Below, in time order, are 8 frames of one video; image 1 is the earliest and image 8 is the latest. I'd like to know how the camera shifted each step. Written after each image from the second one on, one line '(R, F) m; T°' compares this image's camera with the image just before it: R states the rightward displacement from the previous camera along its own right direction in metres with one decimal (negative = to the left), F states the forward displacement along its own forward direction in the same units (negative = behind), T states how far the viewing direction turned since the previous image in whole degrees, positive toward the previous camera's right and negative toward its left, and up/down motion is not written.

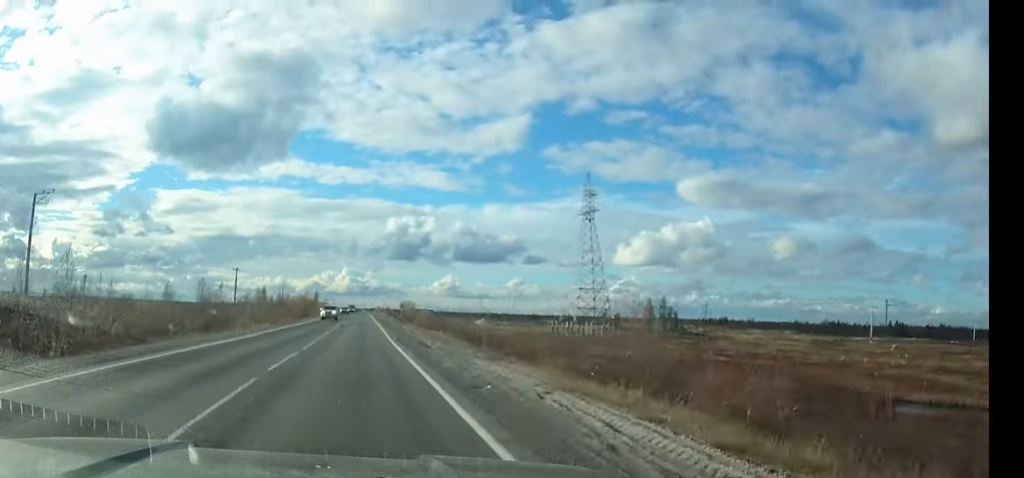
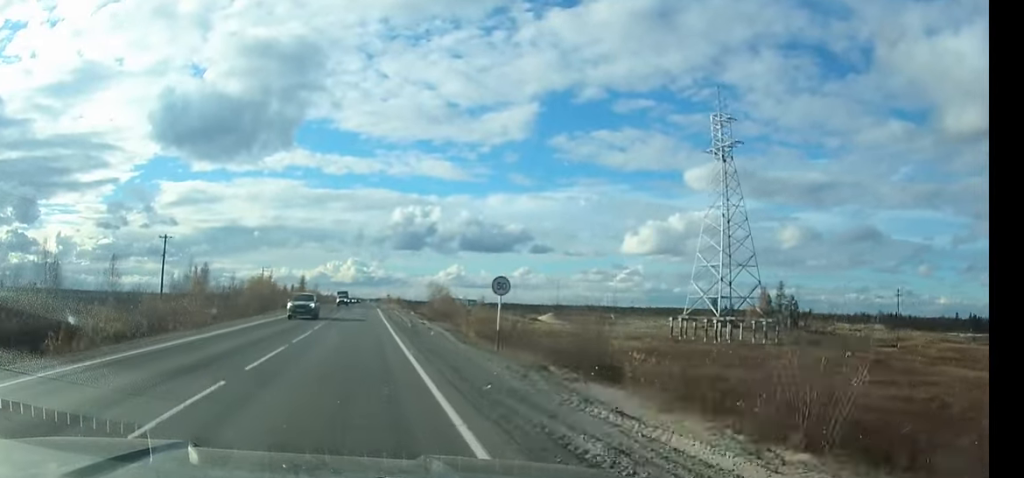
(0.0, +58.6) m; 0°
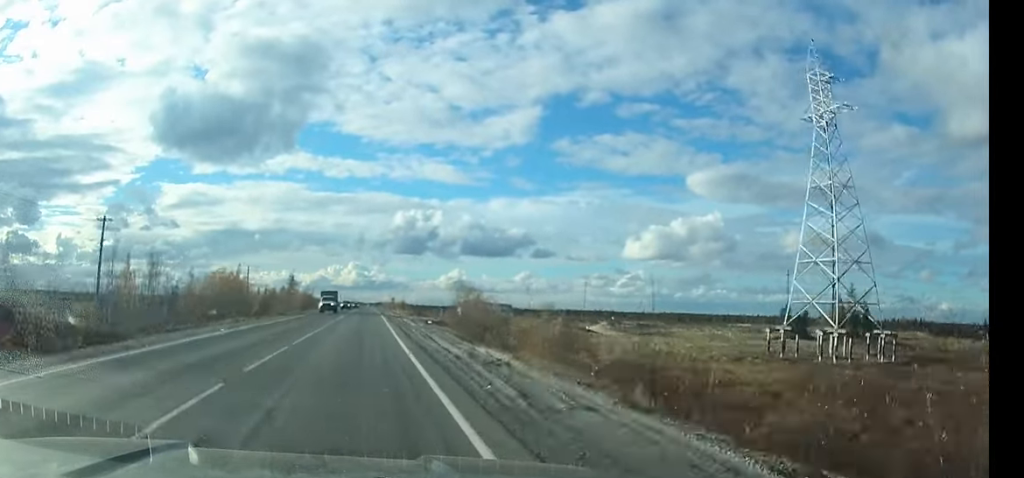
(0.0, +23.7) m; 0°
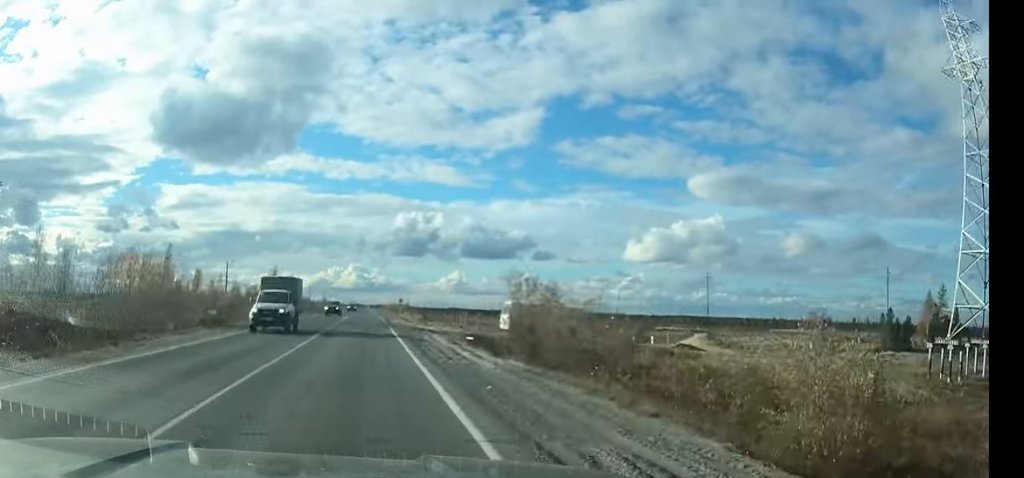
(0.0, +24.8) m; 0°
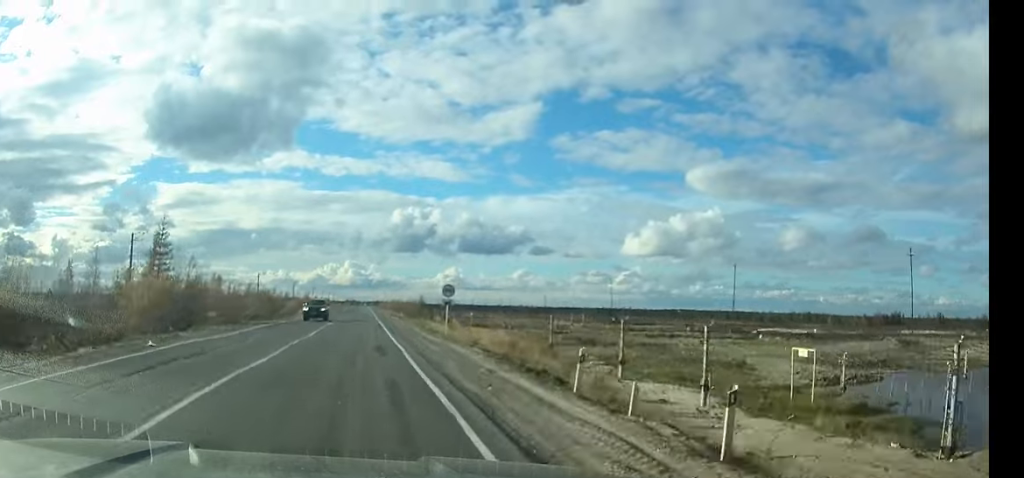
(+0.1, +55.8) m; 0°
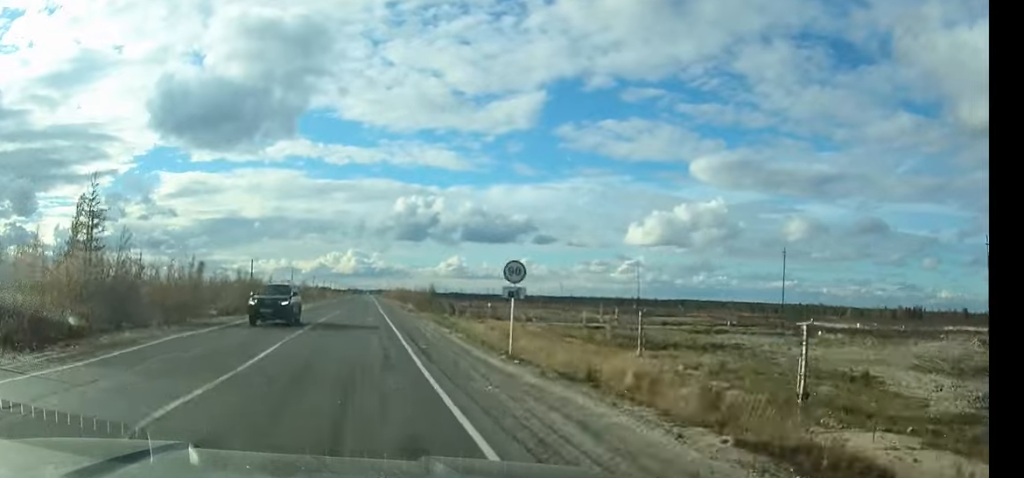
(0.0, +14.8) m; 0°
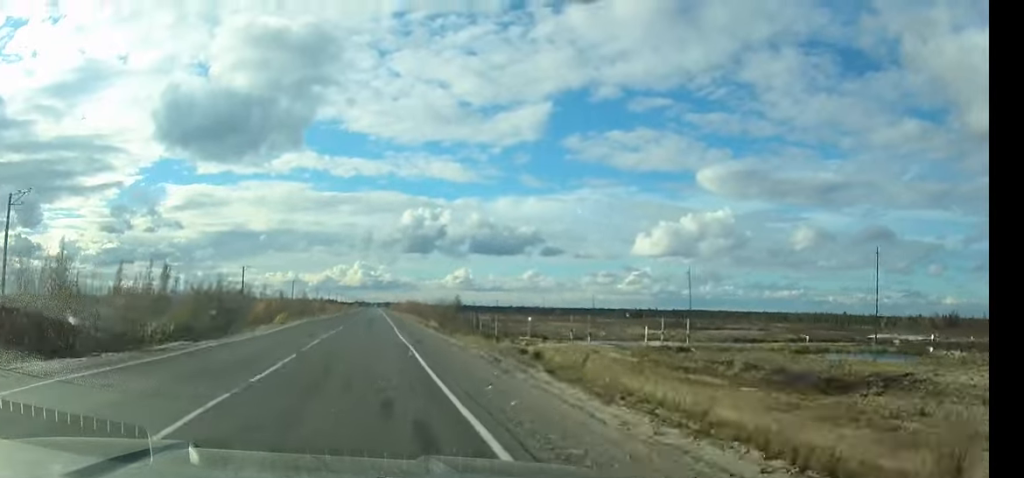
(-0.1, +21.2) m; 0°
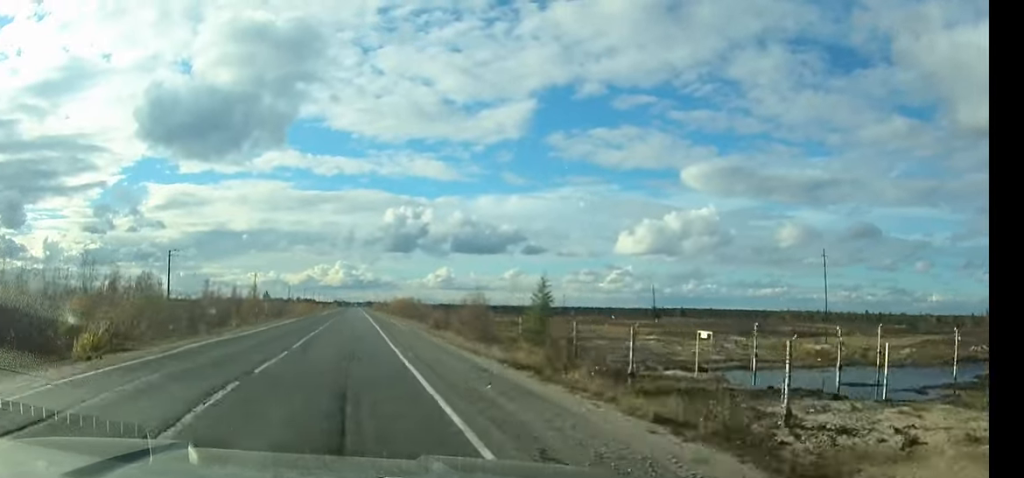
(+0.3, +45.4) m; 0°
